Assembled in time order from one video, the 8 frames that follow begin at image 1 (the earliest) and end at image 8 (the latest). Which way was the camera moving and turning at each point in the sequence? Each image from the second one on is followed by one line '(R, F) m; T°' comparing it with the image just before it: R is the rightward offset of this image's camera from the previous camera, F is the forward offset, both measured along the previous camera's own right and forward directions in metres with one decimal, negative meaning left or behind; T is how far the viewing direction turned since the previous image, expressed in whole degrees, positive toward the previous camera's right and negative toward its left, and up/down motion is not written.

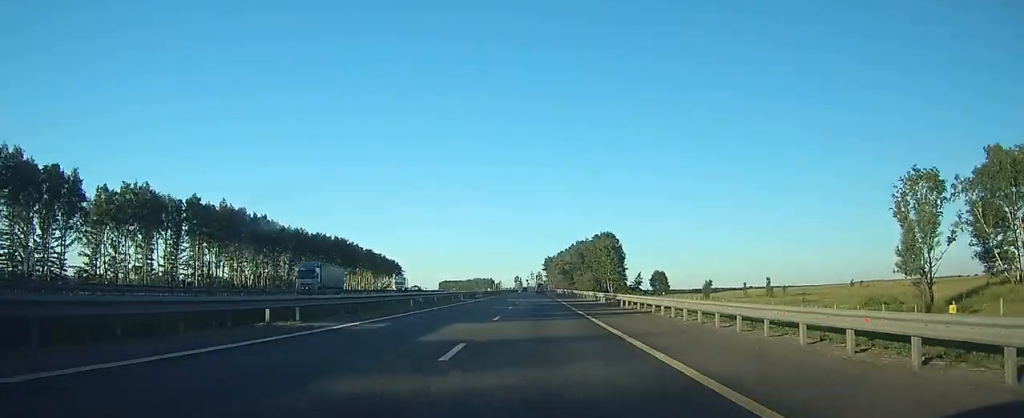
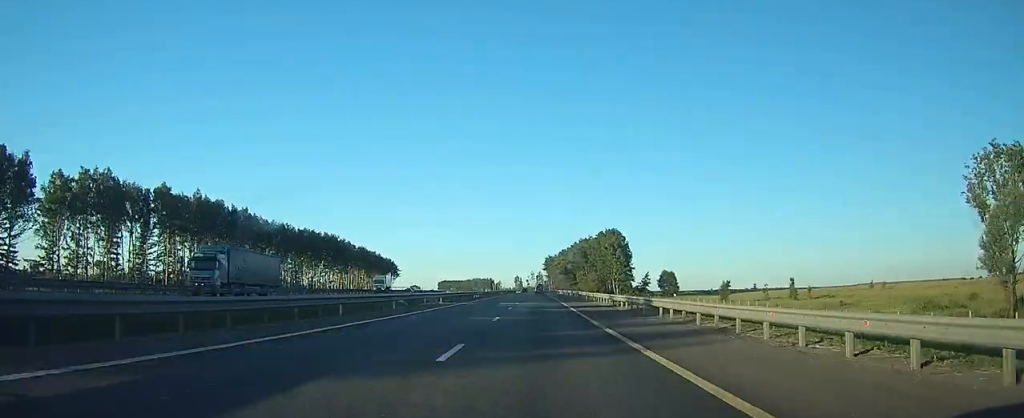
(0.0, +11.9) m; 0°
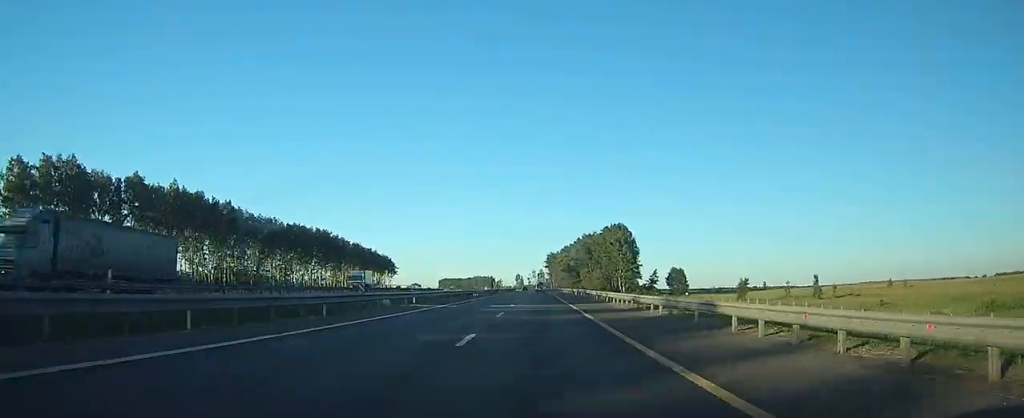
(0.0, +9.7) m; 0°
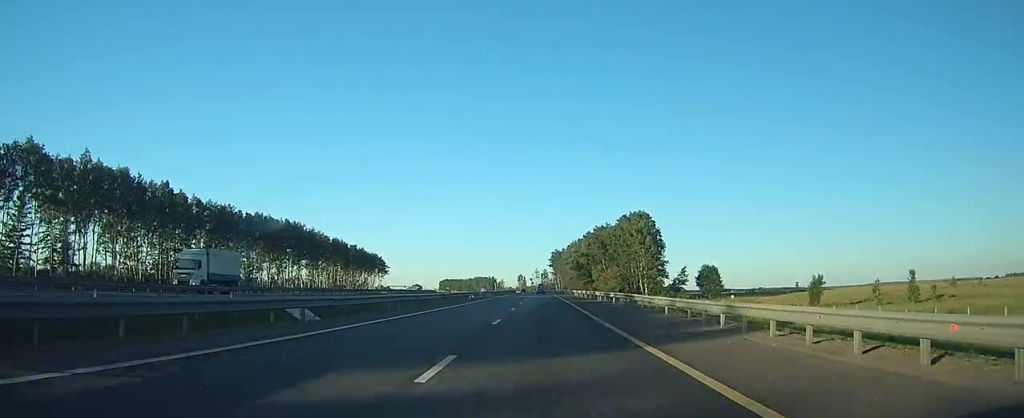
(0.0, +28.5) m; +1°
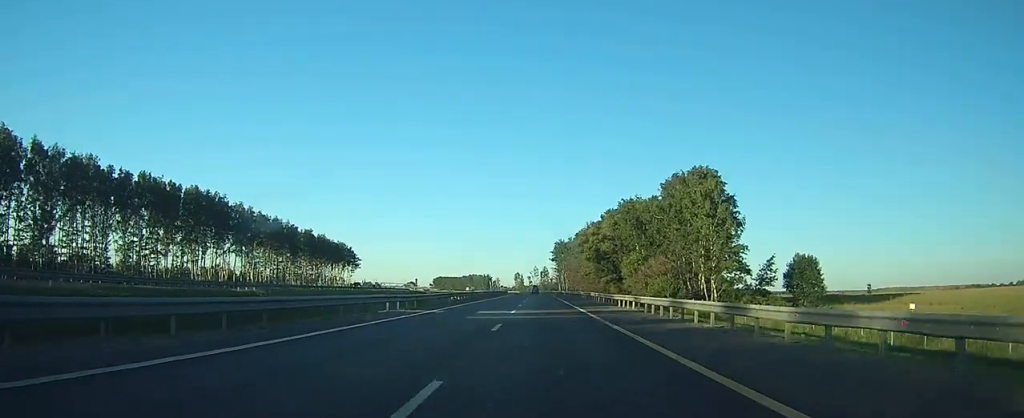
(-0.5, +51.5) m; -1°
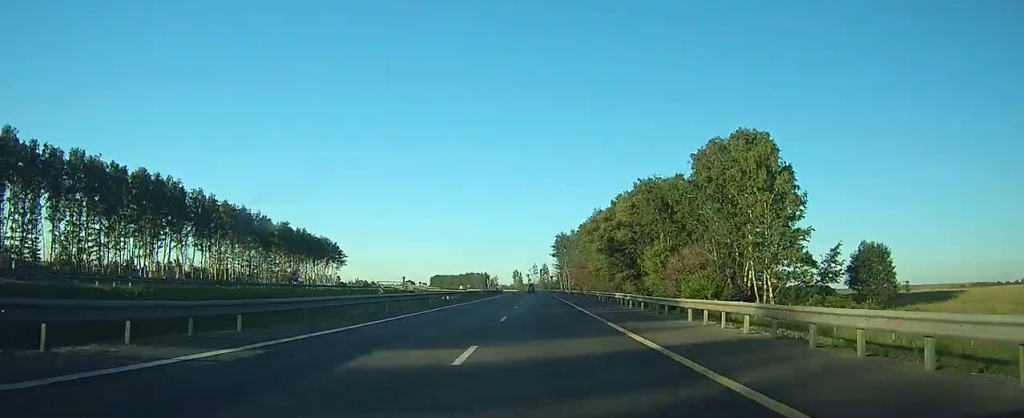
(+0.1, +19.9) m; 0°
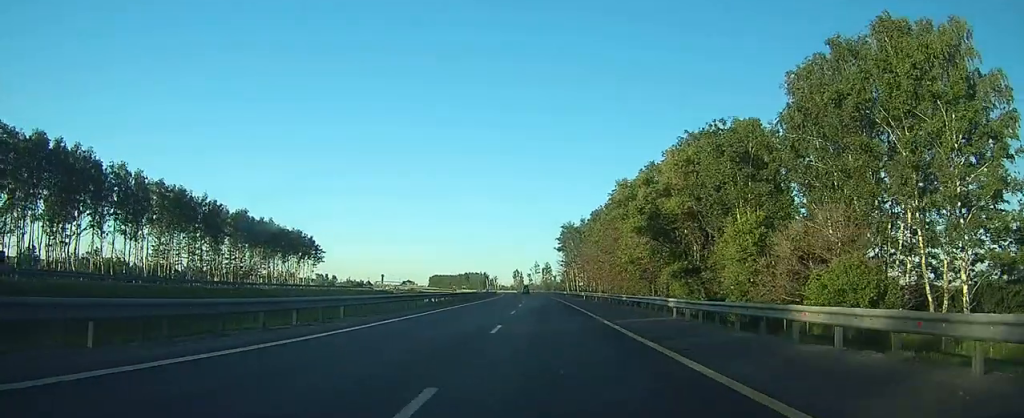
(+0.1, +29.9) m; 0°
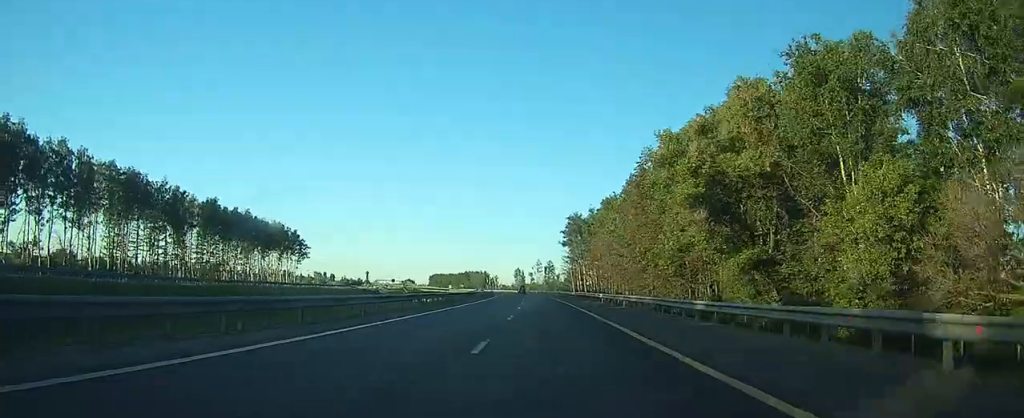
(0.0, +17.6) m; 0°
